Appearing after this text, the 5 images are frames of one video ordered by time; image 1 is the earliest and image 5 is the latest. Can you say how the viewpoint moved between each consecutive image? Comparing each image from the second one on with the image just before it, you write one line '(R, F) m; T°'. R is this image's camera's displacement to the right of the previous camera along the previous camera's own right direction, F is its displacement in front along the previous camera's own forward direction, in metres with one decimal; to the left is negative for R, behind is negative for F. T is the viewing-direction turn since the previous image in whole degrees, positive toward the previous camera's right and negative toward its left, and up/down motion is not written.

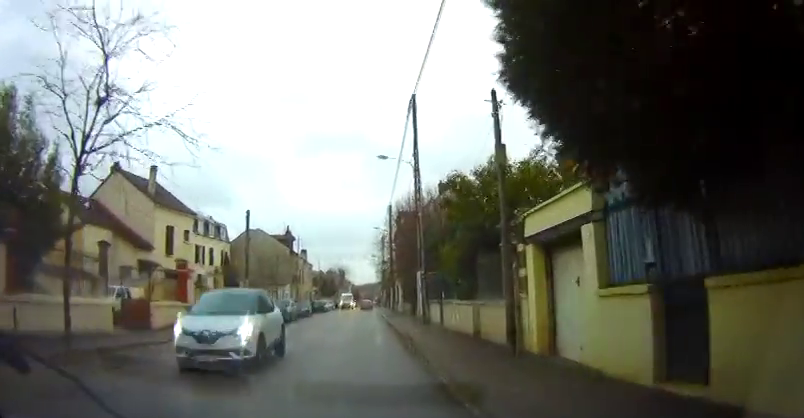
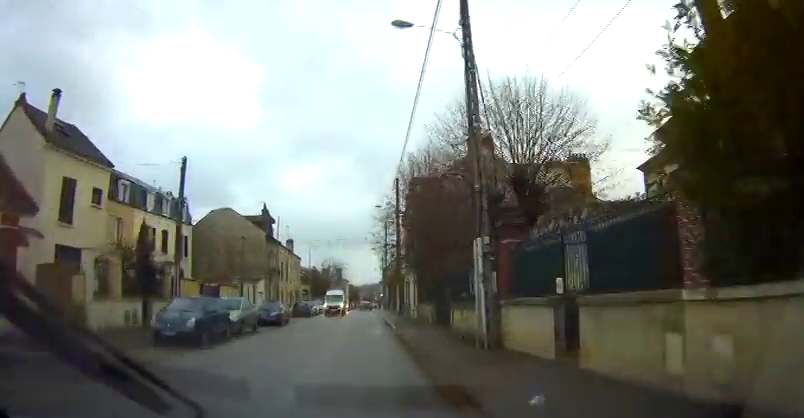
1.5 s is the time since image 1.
(-0.2, +13.0) m; -1°
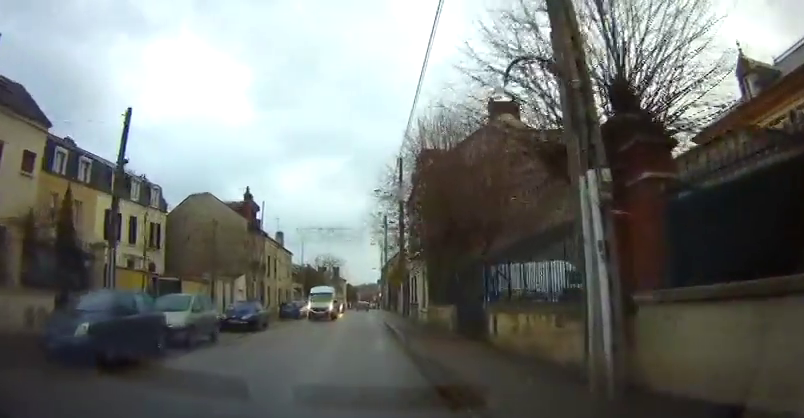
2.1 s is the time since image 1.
(0.0, +6.1) m; +1°
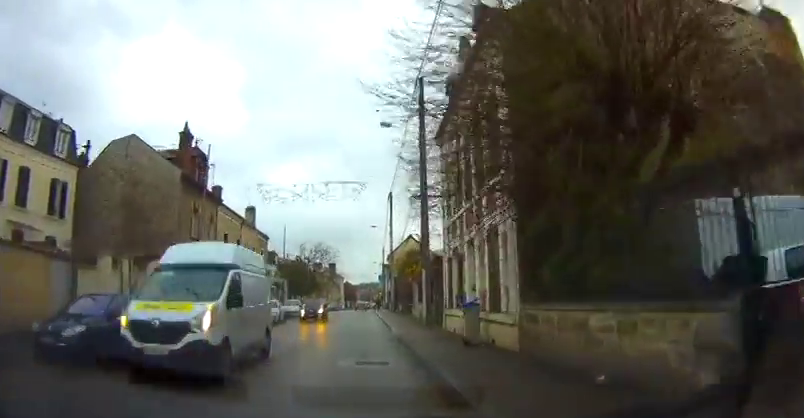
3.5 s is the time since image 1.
(+0.1, +14.2) m; 0°
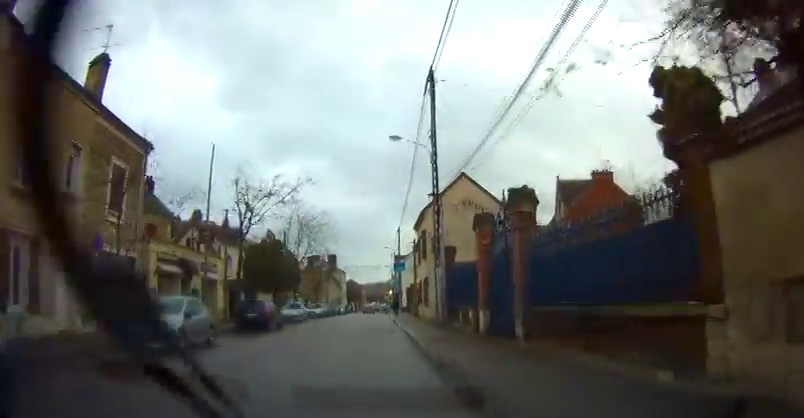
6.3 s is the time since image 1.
(+0.5, +27.3) m; -1°
